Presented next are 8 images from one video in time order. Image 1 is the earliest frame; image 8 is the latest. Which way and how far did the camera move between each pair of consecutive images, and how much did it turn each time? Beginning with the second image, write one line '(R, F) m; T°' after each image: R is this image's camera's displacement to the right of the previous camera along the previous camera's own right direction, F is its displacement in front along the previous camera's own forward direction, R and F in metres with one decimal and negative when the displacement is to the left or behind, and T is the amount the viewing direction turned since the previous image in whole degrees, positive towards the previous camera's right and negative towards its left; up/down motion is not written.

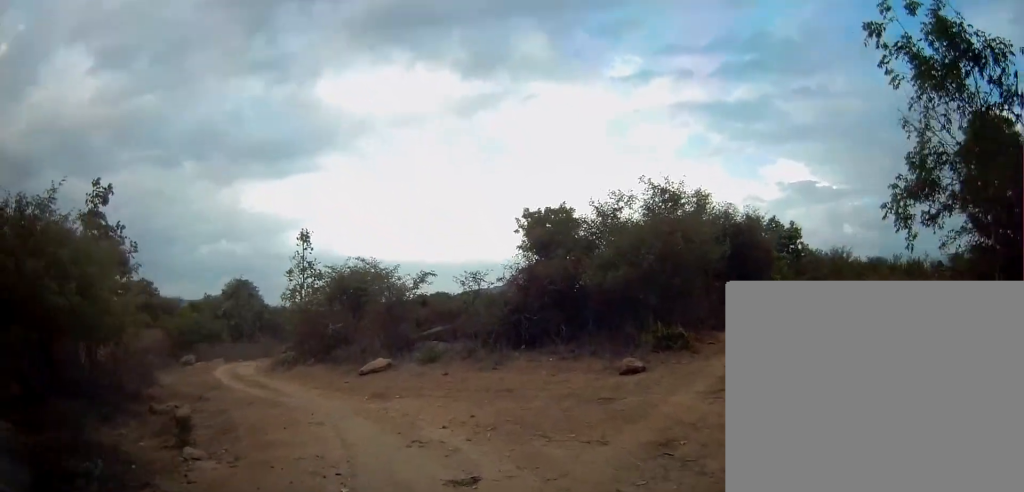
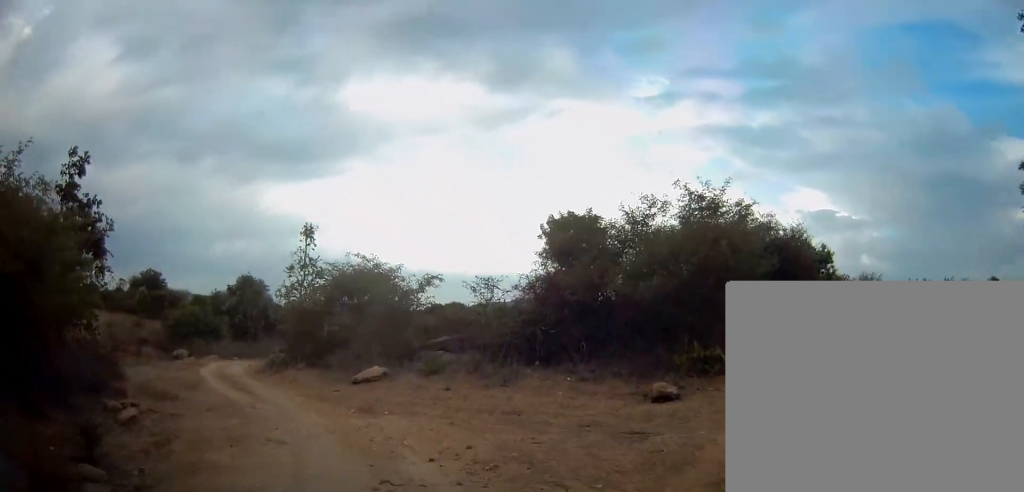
(-0.2, +1.8) m; -9°
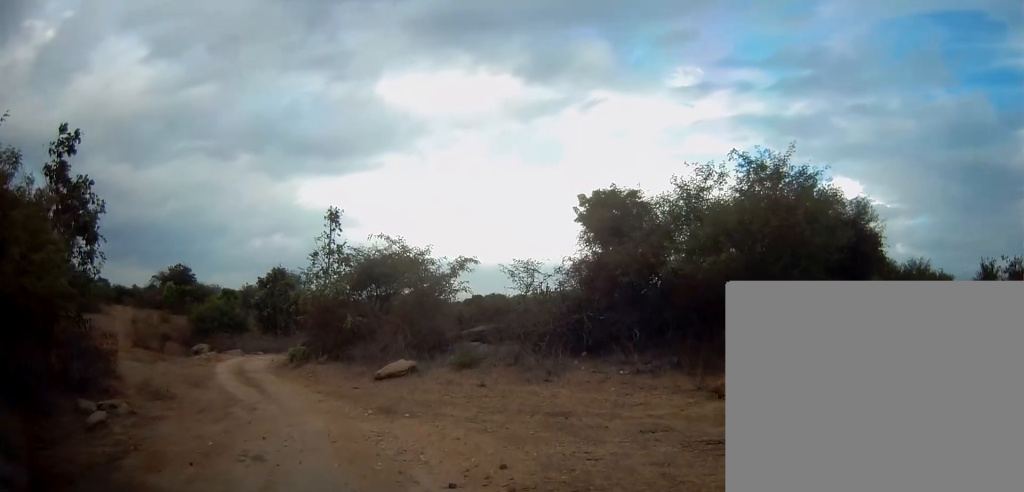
(-0.1, +1.8) m; -6°
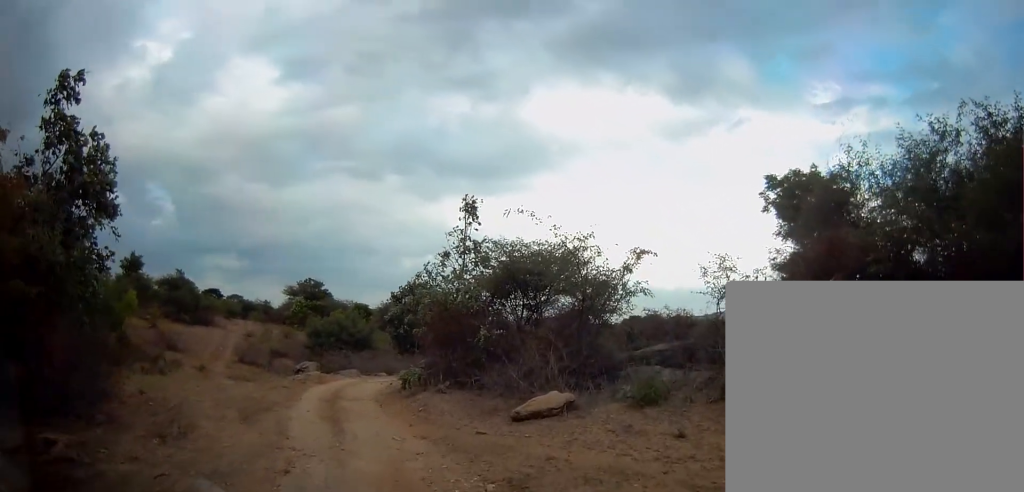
(-0.5, +4.5) m; -12°
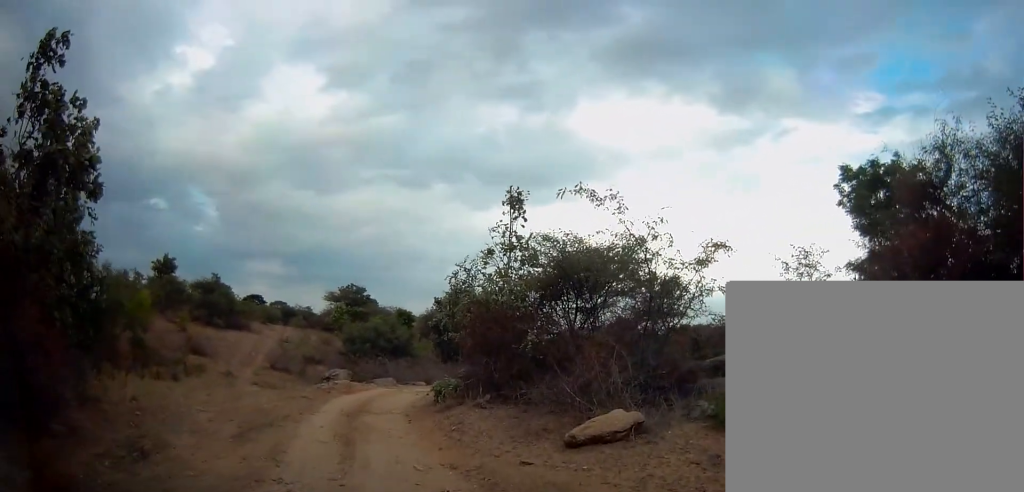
(0.0, +2.0) m; +1°
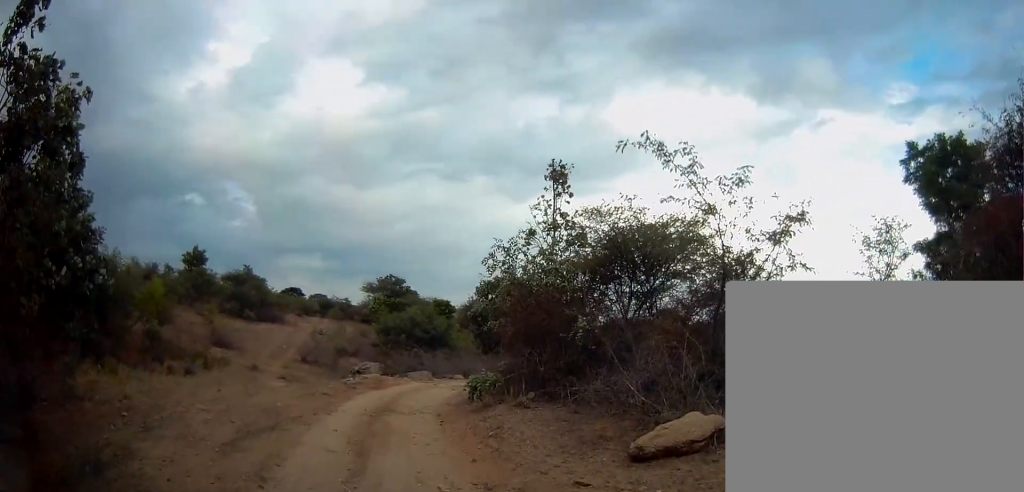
(+0.1, +1.7) m; -4°
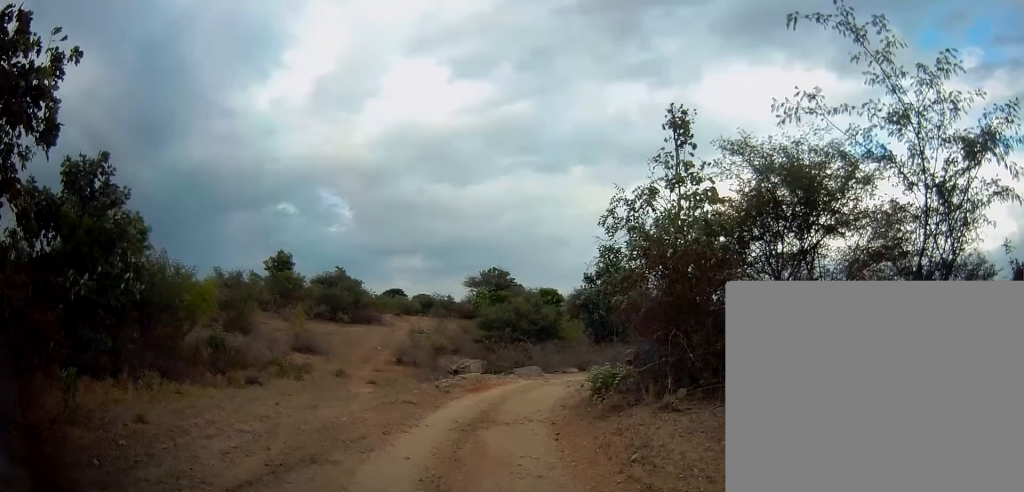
(-0.3, +2.9) m; -14°
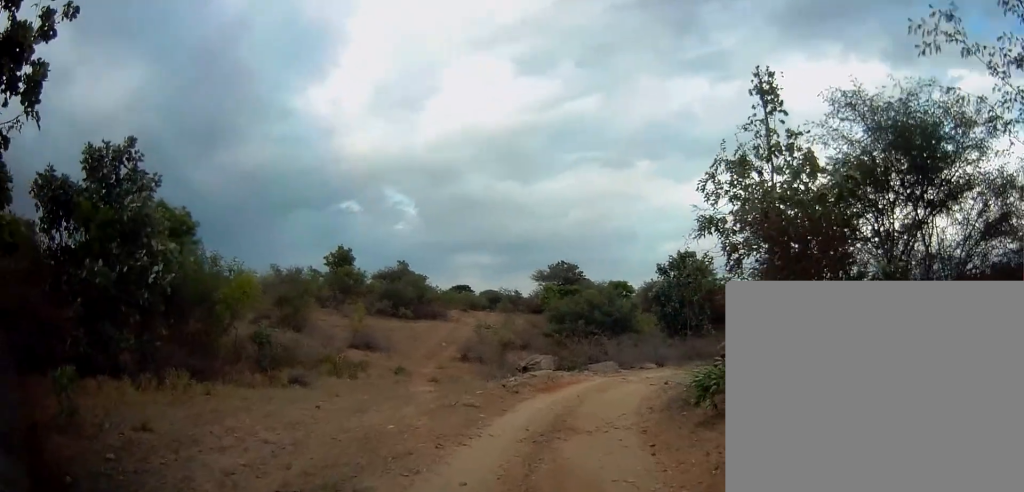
(-0.1, +1.5) m; -6°
